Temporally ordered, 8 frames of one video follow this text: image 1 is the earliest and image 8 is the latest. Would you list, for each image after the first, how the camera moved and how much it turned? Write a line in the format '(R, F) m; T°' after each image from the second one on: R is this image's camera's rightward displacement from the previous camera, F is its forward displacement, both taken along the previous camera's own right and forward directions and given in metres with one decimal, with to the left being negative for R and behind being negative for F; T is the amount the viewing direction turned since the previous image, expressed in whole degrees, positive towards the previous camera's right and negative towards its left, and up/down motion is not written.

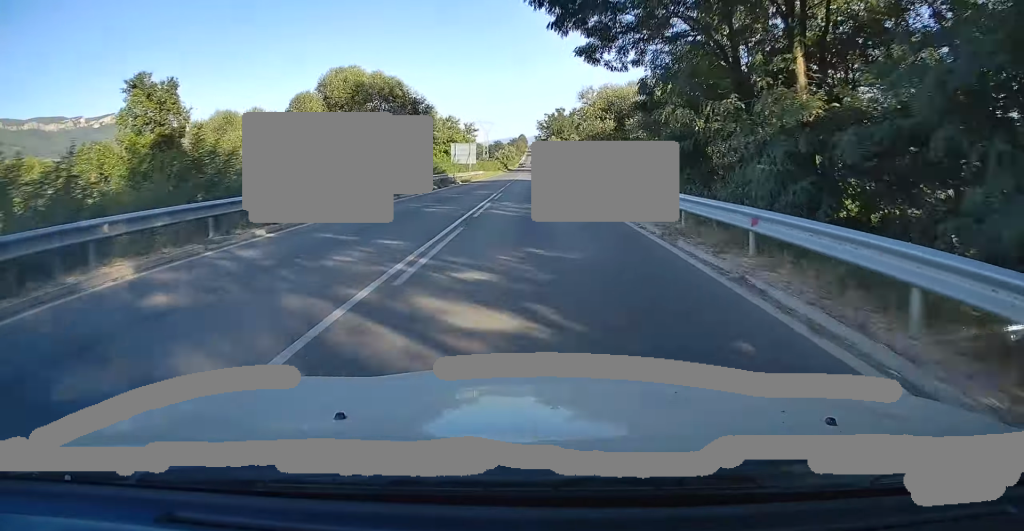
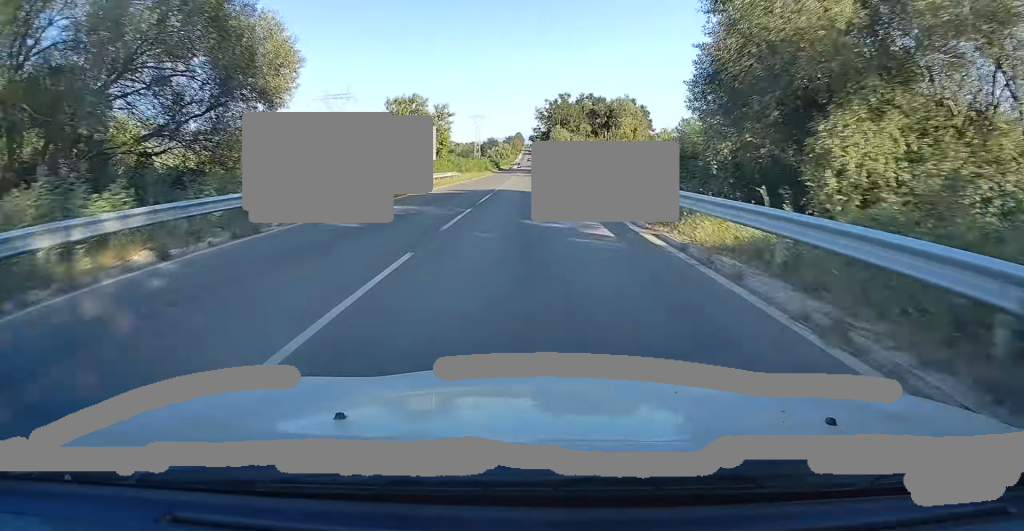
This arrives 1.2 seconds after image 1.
(+0.1, +29.0) m; 0°
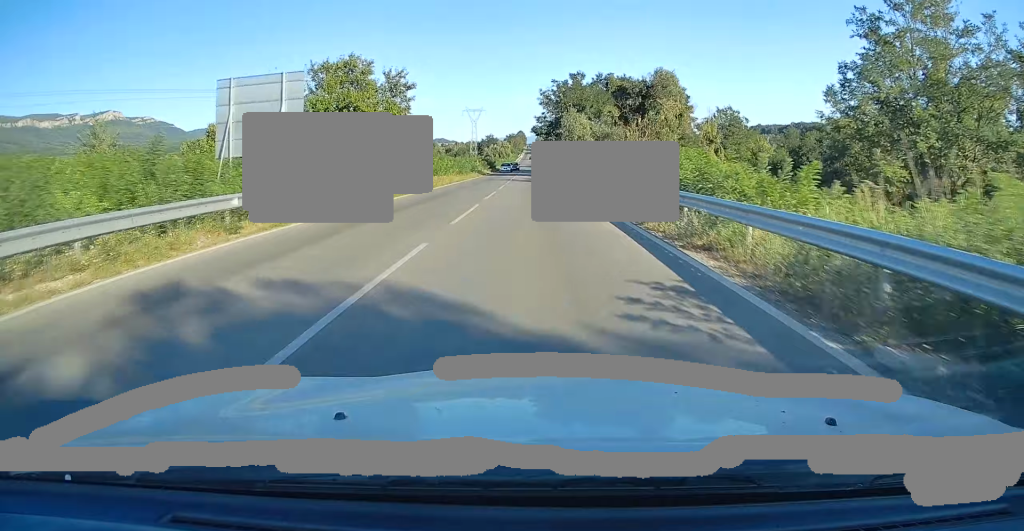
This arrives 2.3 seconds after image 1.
(0.0, +26.1) m; 0°
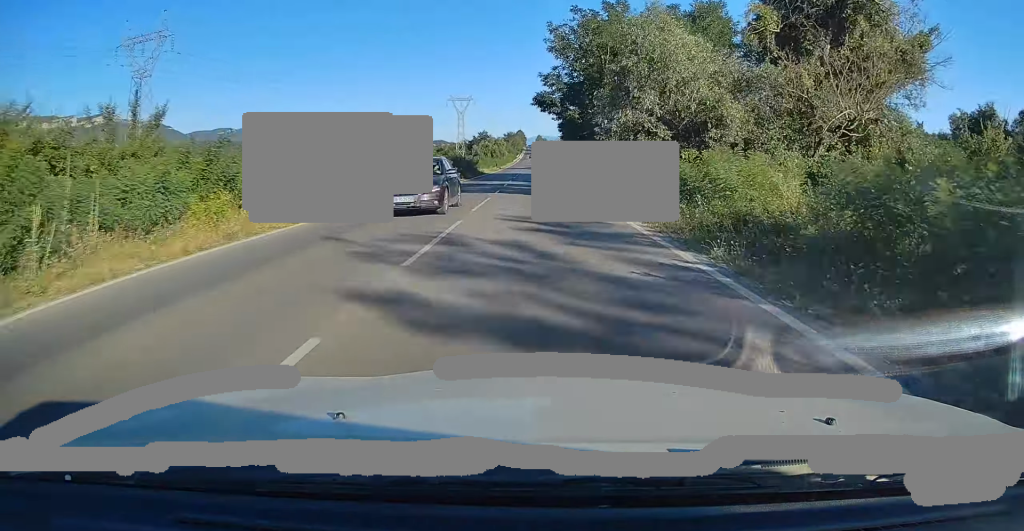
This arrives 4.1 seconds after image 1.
(+0.1, +41.6) m; +1°
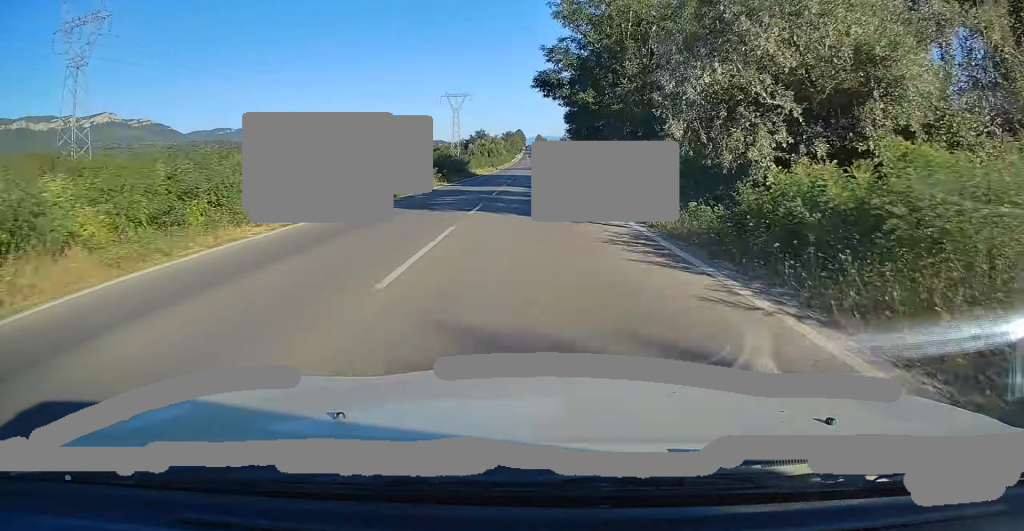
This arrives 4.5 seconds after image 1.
(0.0, +10.4) m; 0°
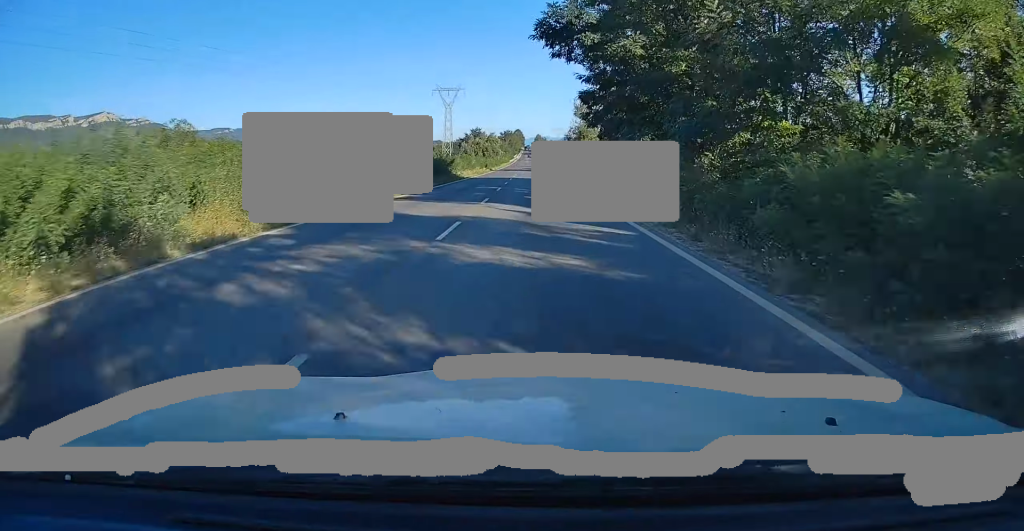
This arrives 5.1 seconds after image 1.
(0.0, +14.5) m; 0°
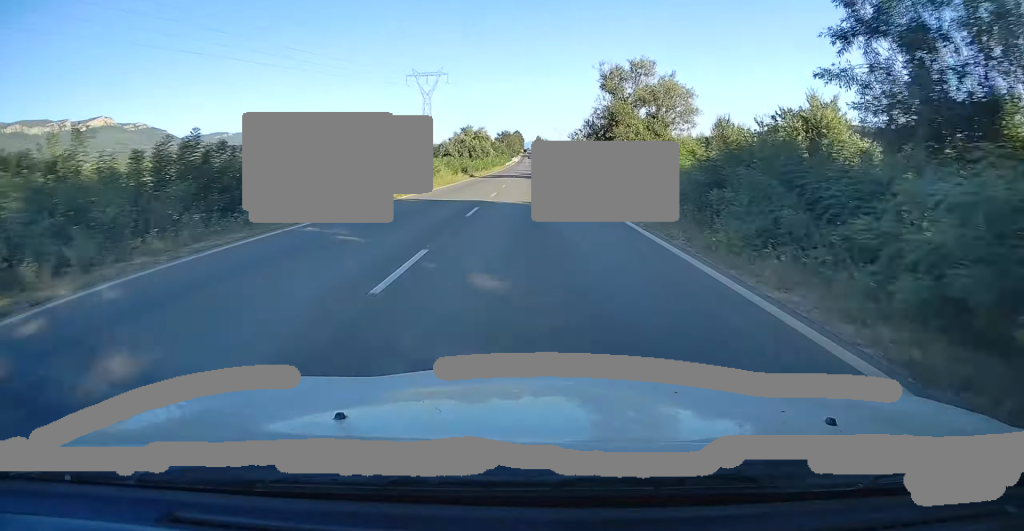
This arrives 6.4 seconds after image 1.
(-0.2, +31.5) m; 0°
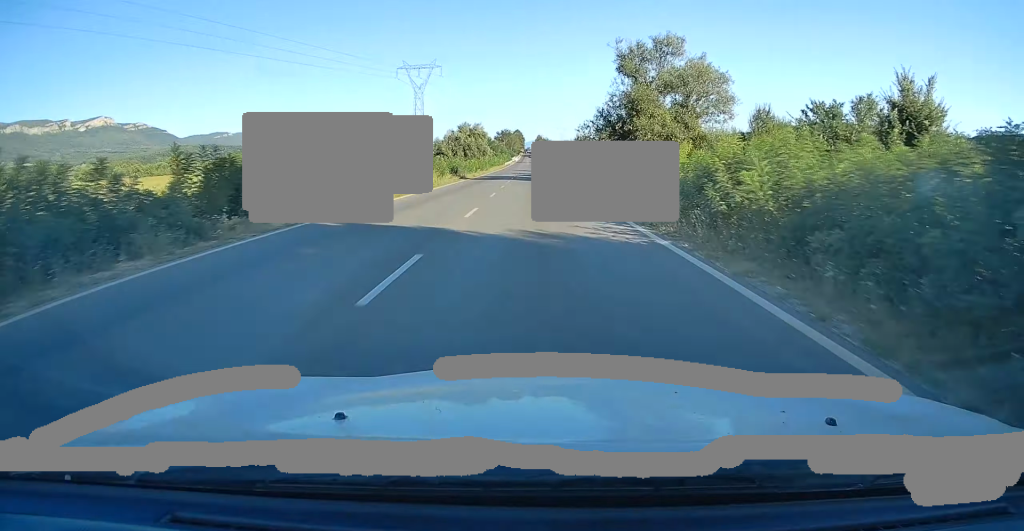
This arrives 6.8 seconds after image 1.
(-0.1, +9.7) m; 0°
